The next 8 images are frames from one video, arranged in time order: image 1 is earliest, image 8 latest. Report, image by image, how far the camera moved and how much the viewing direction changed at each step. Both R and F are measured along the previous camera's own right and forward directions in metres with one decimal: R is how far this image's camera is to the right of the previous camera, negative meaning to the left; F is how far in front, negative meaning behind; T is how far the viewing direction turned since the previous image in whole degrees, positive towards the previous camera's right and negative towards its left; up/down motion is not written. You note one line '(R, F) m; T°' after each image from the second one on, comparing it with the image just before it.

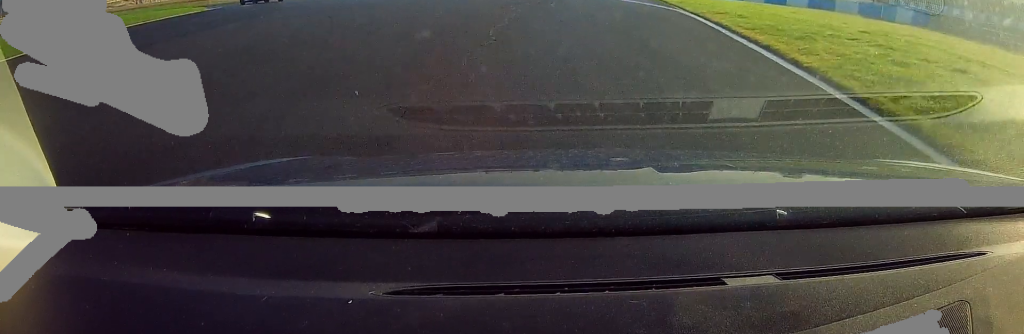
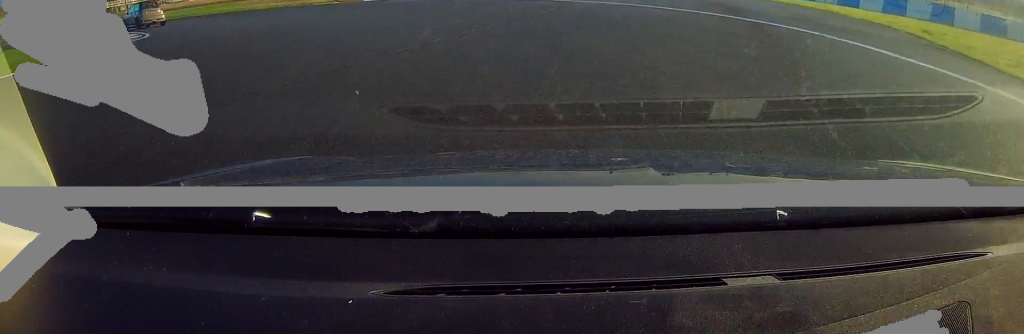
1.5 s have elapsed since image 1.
(-0.6, +17.2) m; -9°
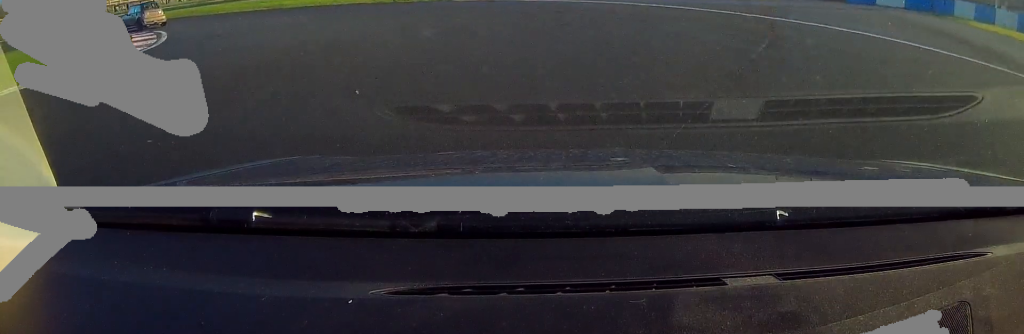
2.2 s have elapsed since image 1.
(-0.7, +8.1) m; -11°
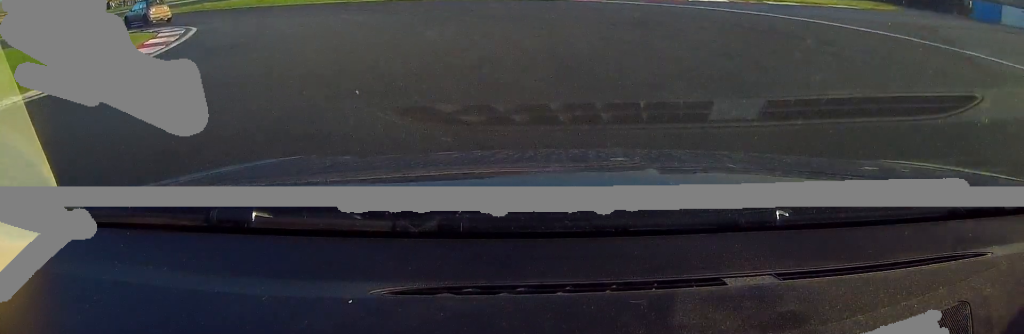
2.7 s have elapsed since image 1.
(+0.1, +5.3) m; -9°
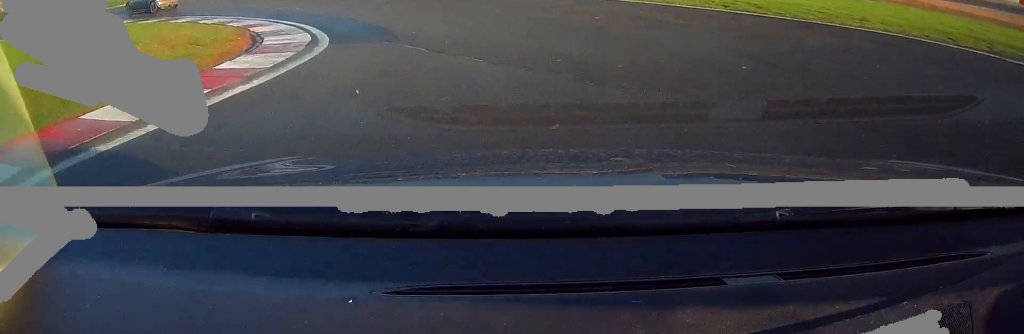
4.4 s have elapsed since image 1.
(-5.6, +15.8) m; -34°
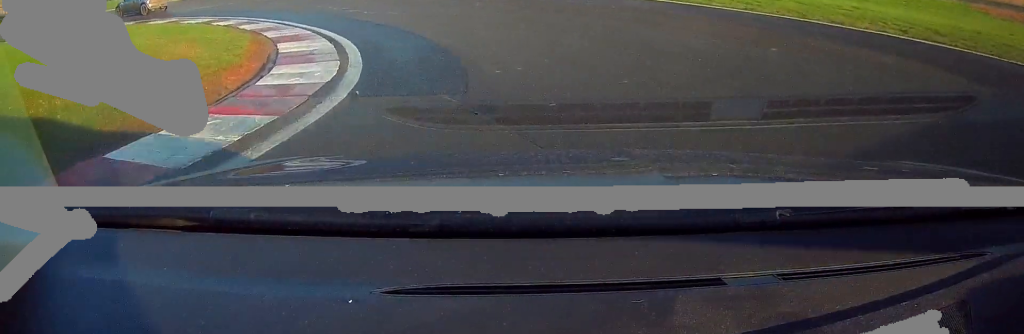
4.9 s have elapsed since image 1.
(-0.3, +5.1) m; -9°
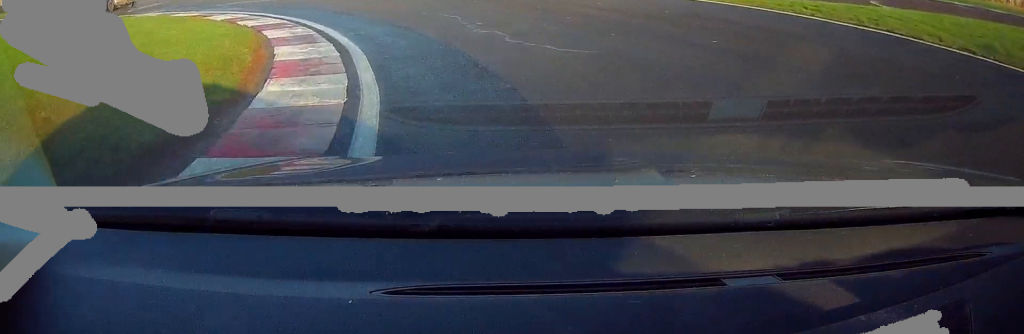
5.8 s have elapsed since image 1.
(-0.8, +8.9) m; -15°
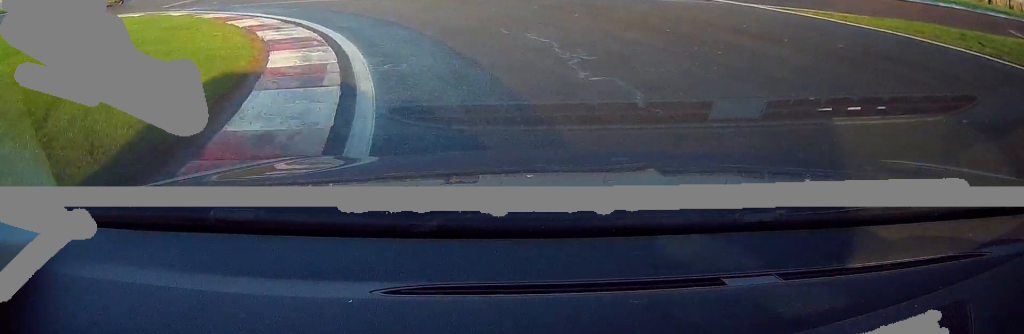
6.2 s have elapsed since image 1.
(-0.7, +4.5) m; -9°
